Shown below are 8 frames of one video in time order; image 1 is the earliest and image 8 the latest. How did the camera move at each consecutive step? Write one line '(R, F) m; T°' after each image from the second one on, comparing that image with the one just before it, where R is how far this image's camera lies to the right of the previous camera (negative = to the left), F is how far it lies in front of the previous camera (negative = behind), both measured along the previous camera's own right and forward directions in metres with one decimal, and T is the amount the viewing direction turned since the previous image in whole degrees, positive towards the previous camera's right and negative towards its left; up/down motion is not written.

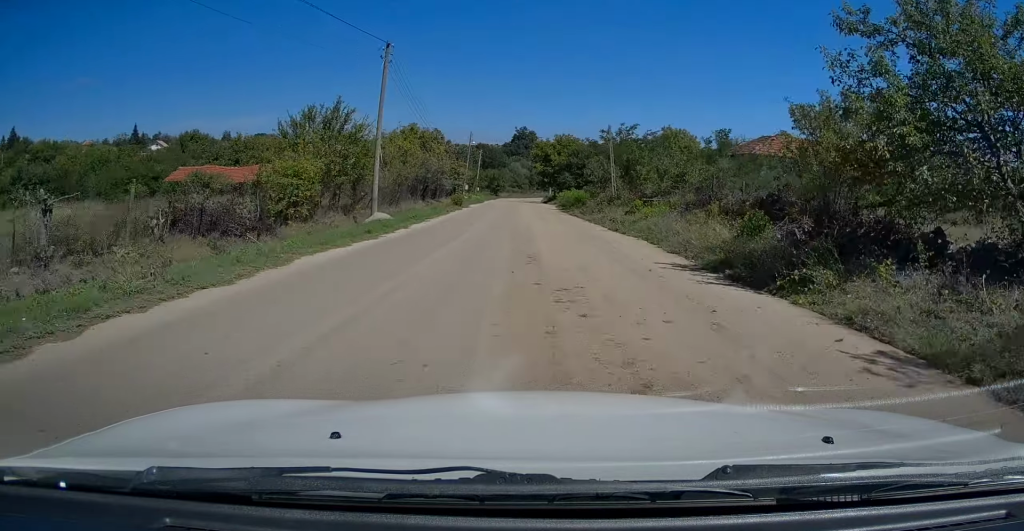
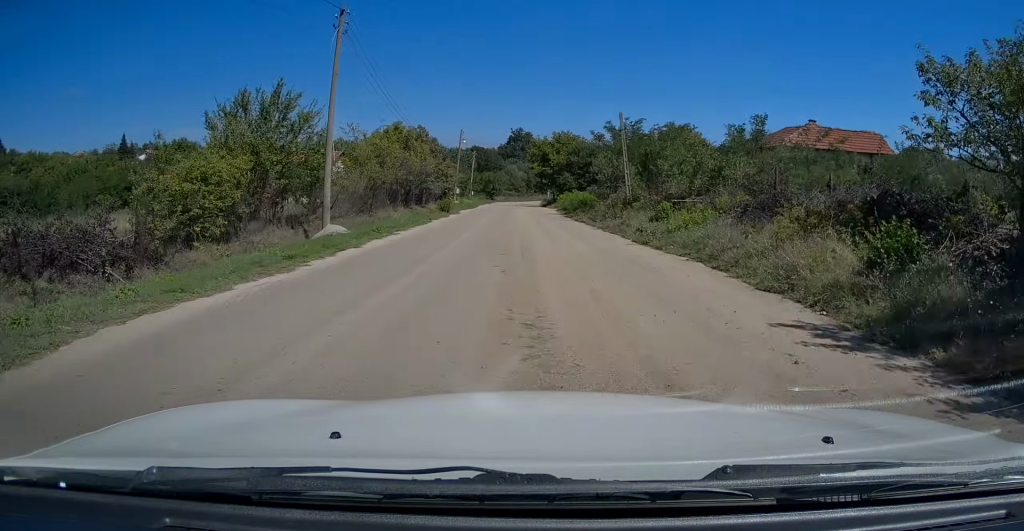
(-0.1, +6.0) m; 0°
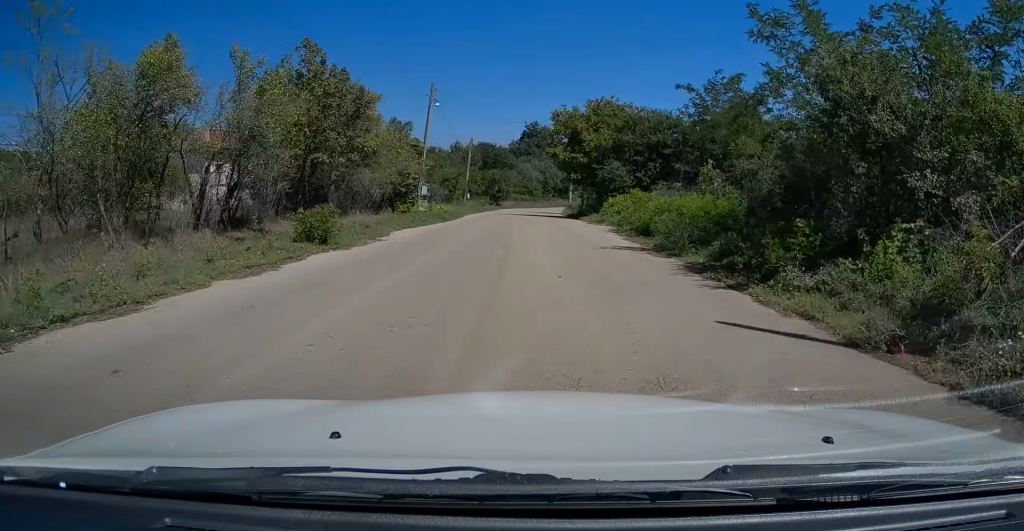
(+0.4, +26.8) m; +1°
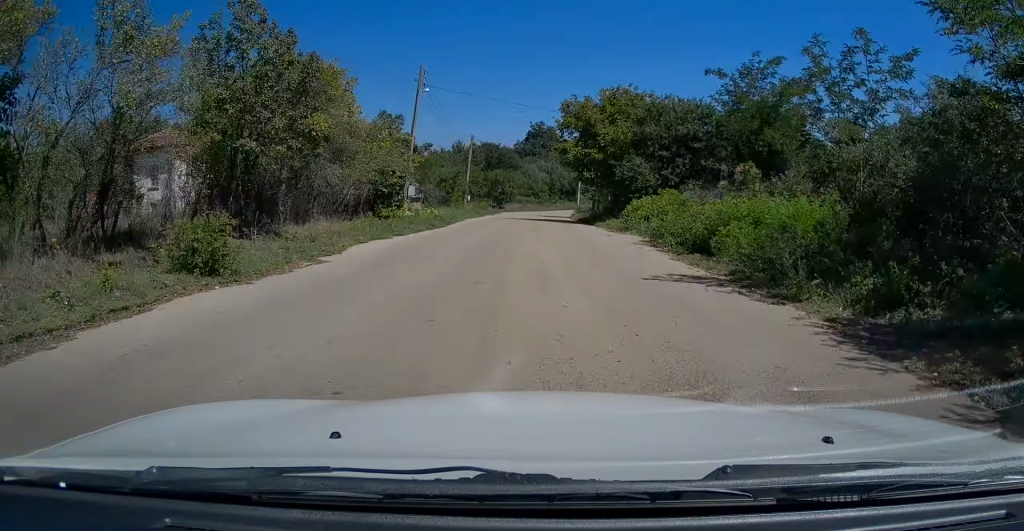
(+0.1, +5.5) m; 0°
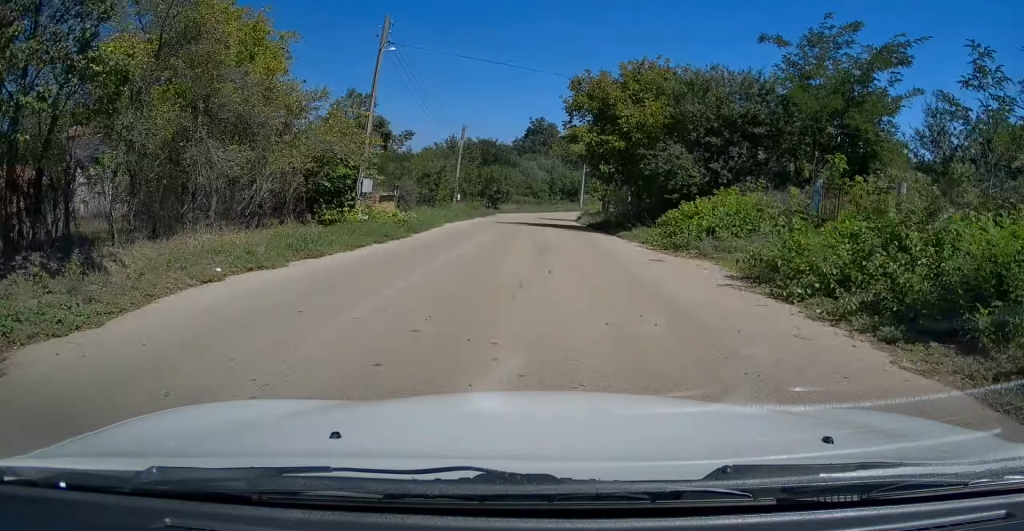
(-0.2, +8.2) m; 0°
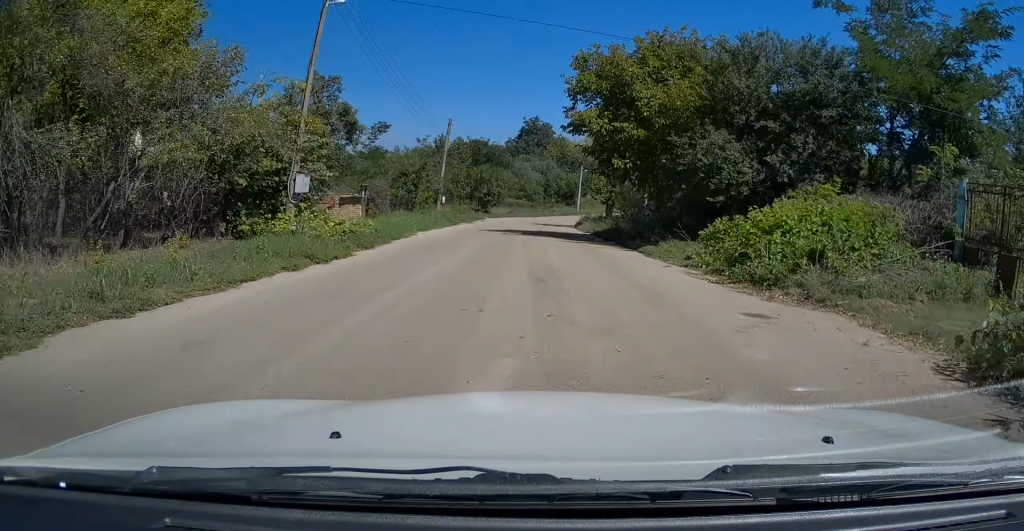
(-0.1, +6.0) m; 0°
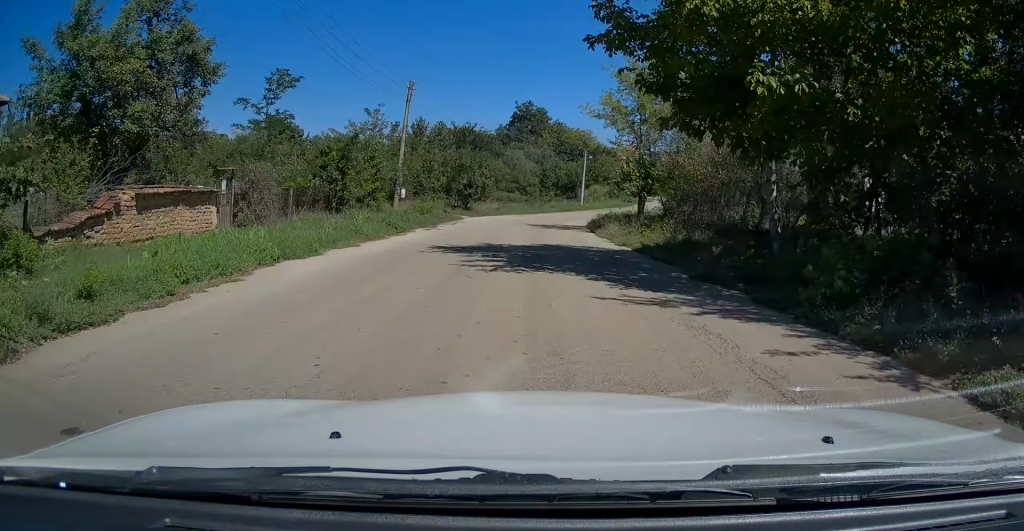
(+0.1, +14.1) m; +1°
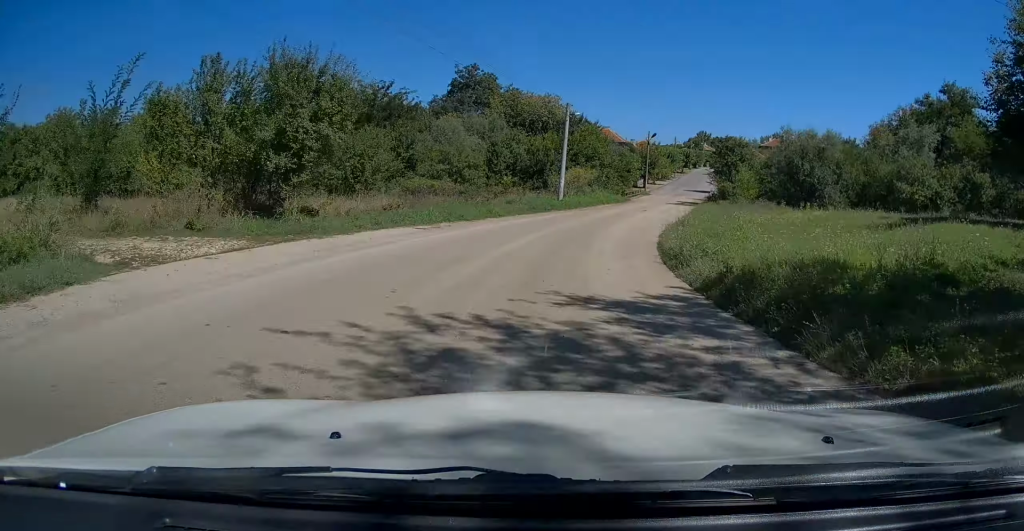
(+1.1, +30.8) m; +6°
